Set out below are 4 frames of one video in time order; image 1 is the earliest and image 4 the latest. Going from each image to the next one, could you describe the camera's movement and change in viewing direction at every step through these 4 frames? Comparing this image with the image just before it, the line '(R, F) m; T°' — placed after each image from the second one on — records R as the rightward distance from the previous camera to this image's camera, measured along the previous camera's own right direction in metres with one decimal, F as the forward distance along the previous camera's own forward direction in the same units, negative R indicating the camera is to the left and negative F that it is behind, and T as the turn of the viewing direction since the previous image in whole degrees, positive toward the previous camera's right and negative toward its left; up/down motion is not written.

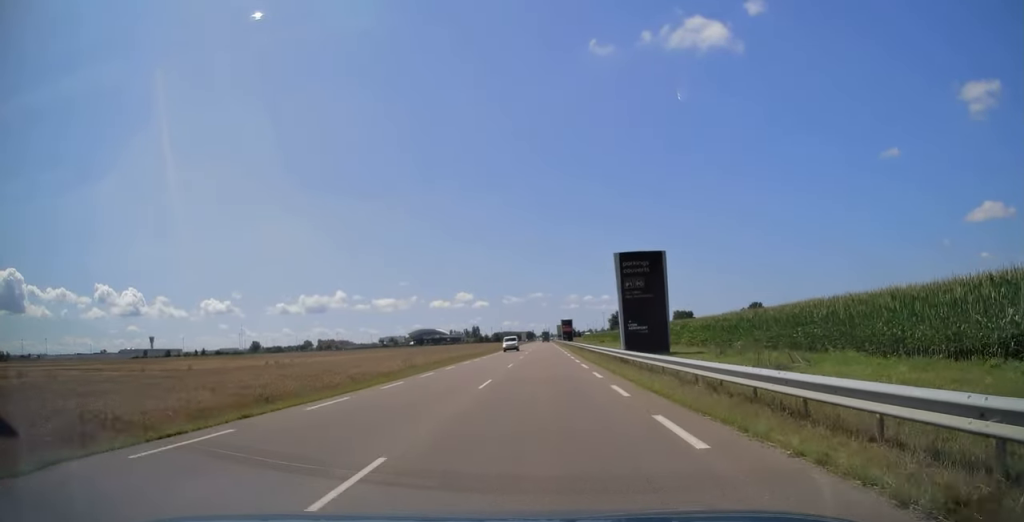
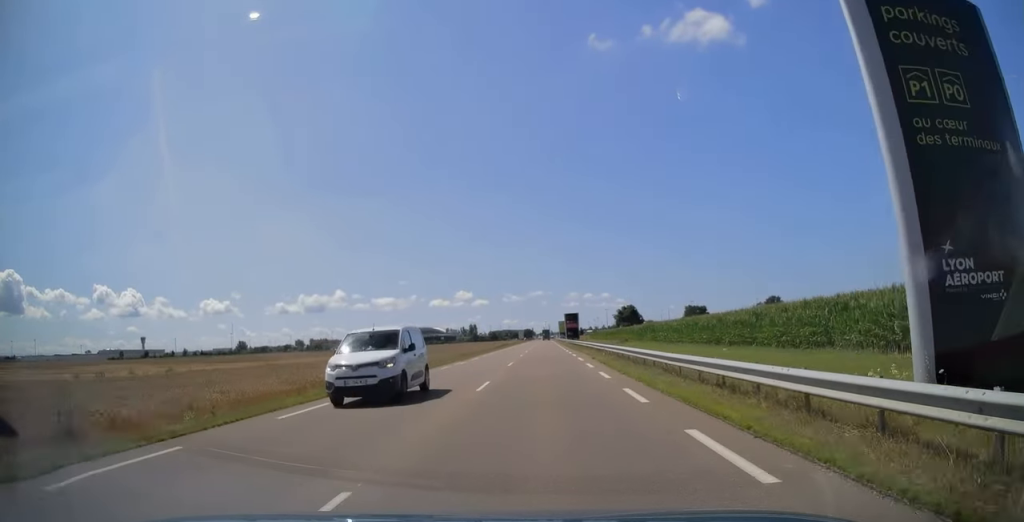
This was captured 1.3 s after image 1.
(0.0, +28.0) m; 0°
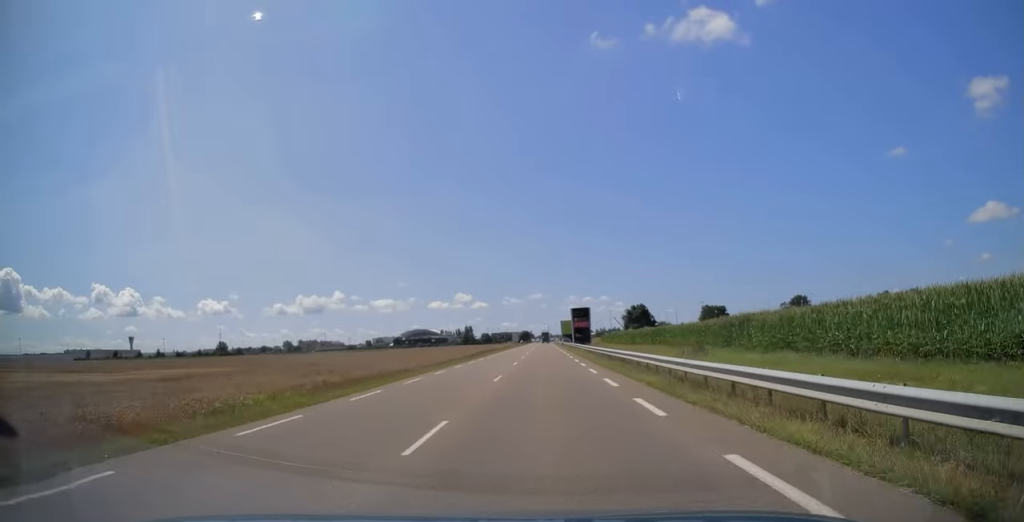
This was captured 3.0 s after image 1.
(0.0, +34.6) m; 0°
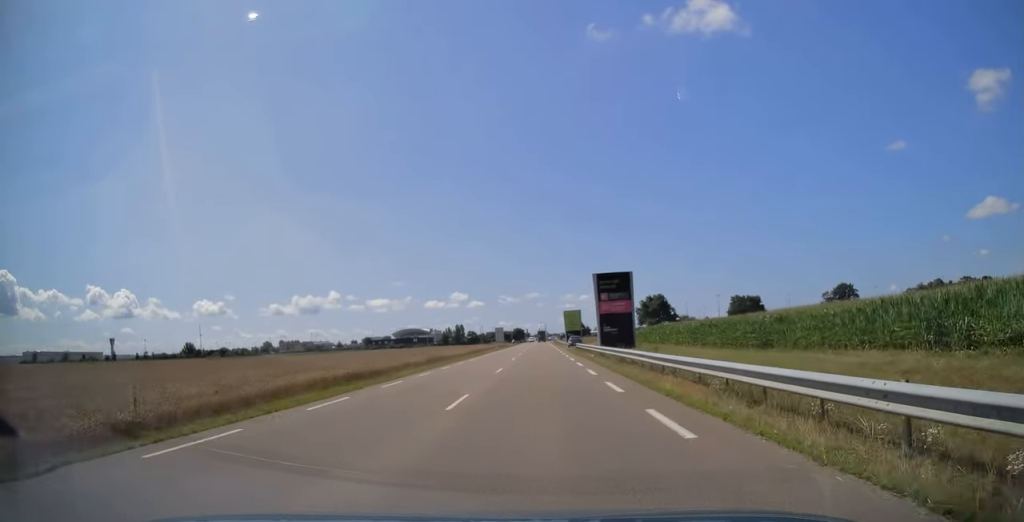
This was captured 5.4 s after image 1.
(+0.1, +48.3) m; 0°
